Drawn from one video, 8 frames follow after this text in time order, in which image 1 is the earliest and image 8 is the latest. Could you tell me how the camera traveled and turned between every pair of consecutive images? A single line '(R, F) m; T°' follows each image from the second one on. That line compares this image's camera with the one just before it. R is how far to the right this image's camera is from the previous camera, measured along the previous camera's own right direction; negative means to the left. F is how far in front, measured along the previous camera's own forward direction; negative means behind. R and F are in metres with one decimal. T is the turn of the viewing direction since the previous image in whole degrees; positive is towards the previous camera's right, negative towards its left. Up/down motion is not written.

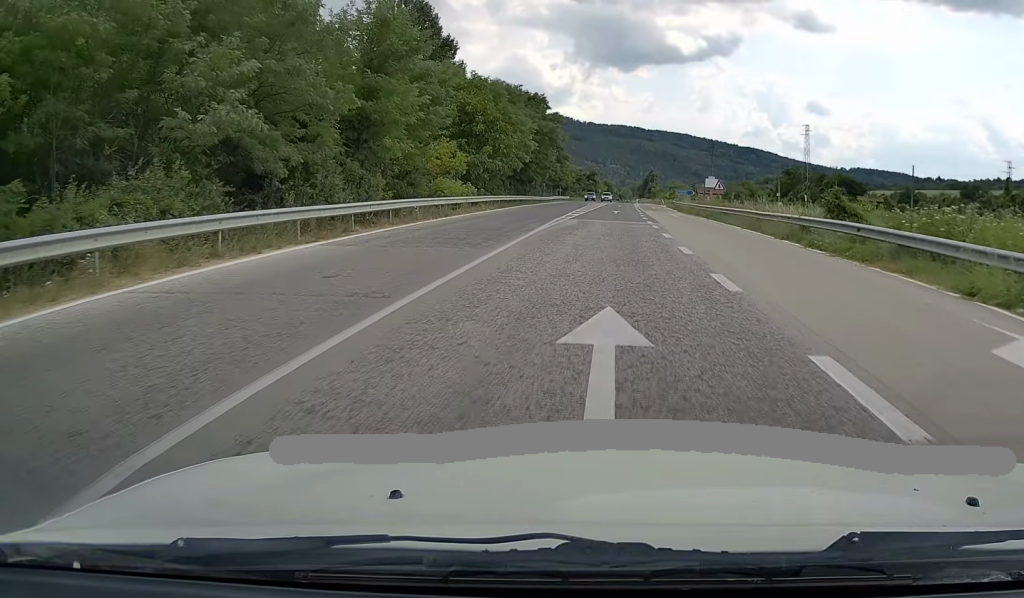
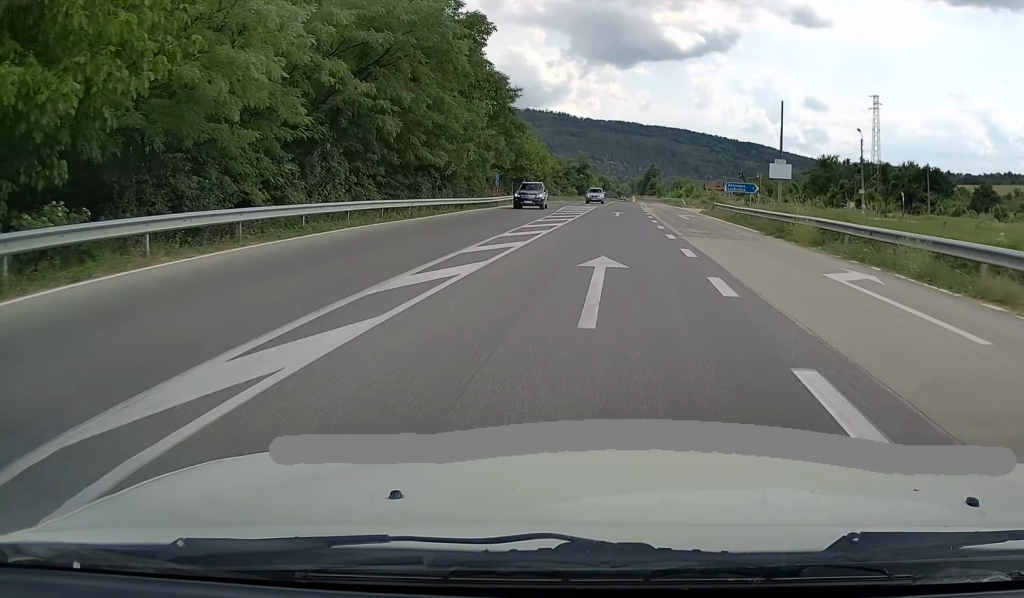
(0.0, +41.2) m; 0°
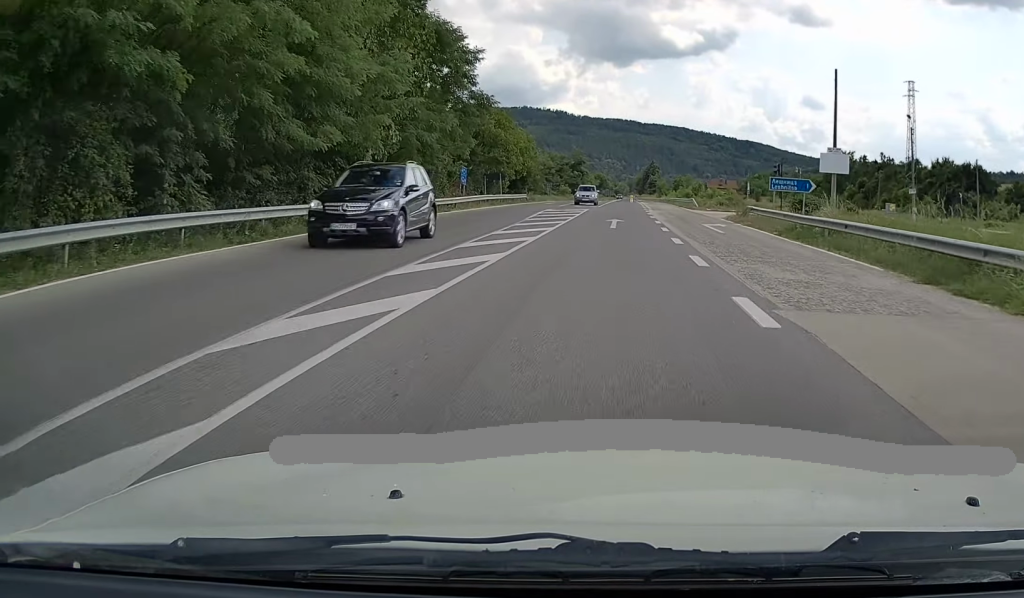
(0.0, +14.1) m; 0°
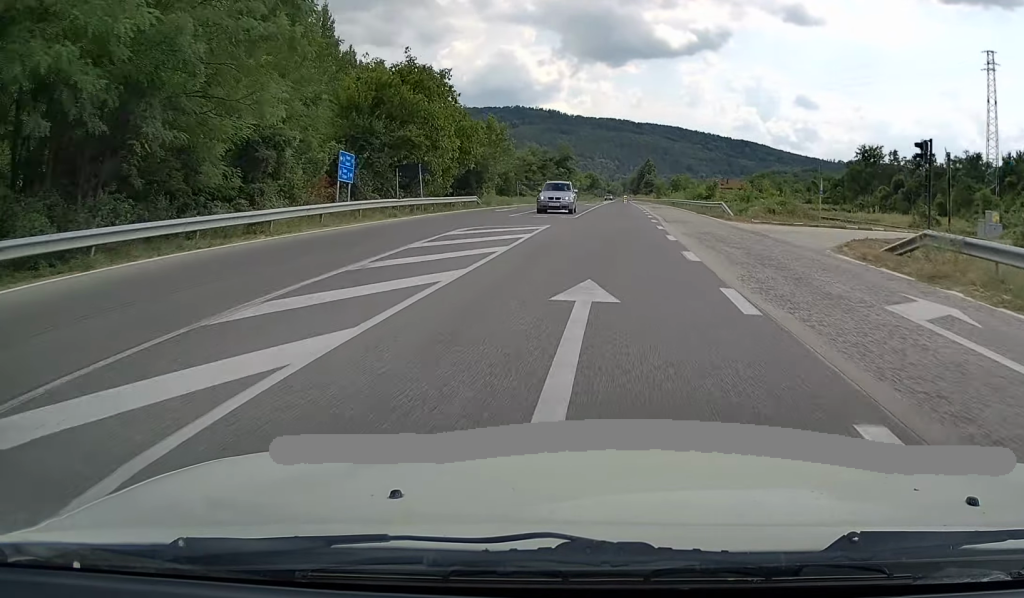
(0.0, +22.8) m; 0°
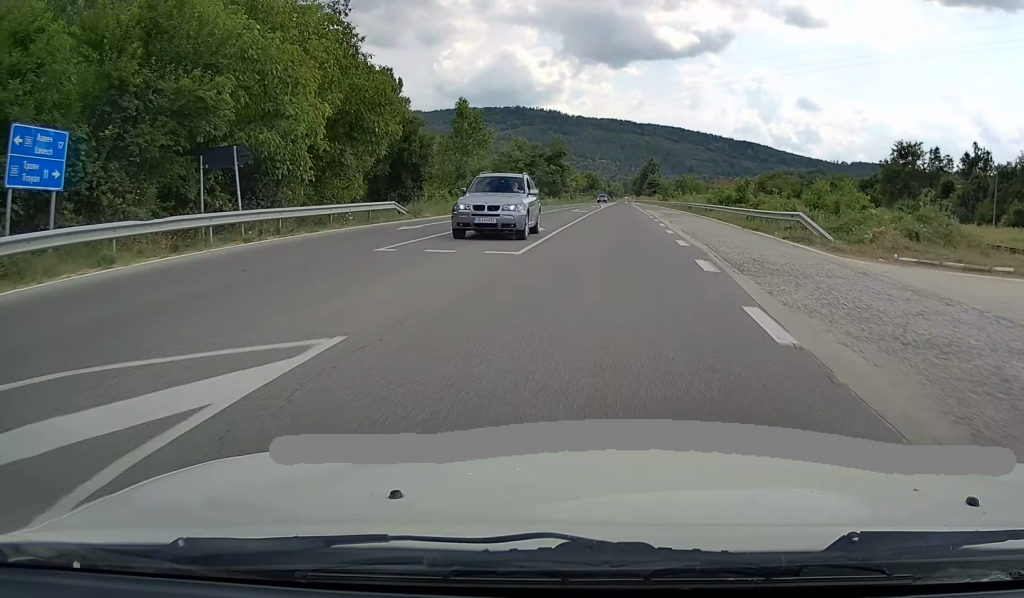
(+0.1, +19.1) m; 0°
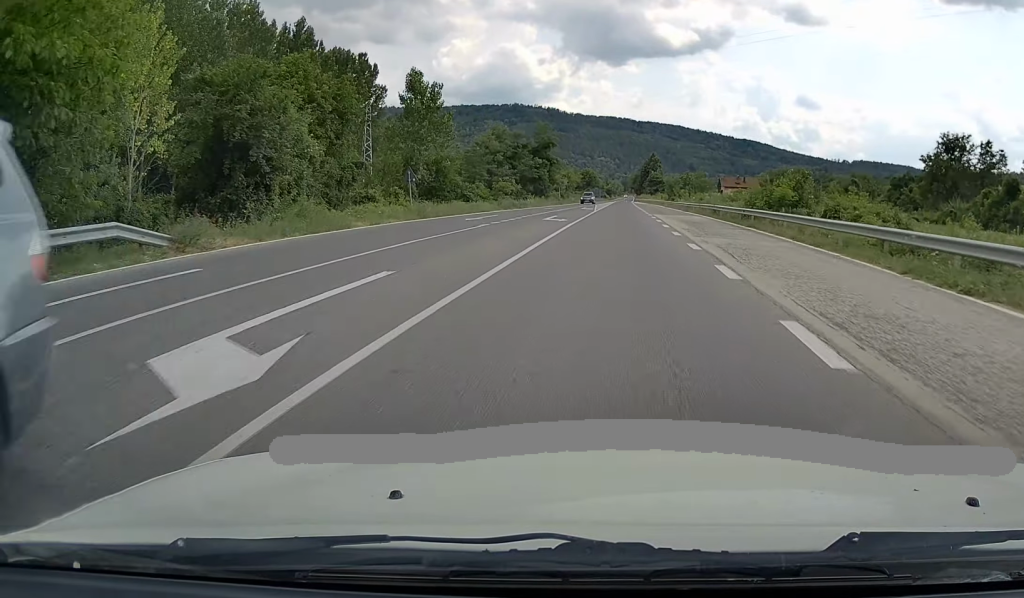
(0.0, +19.1) m; 0°
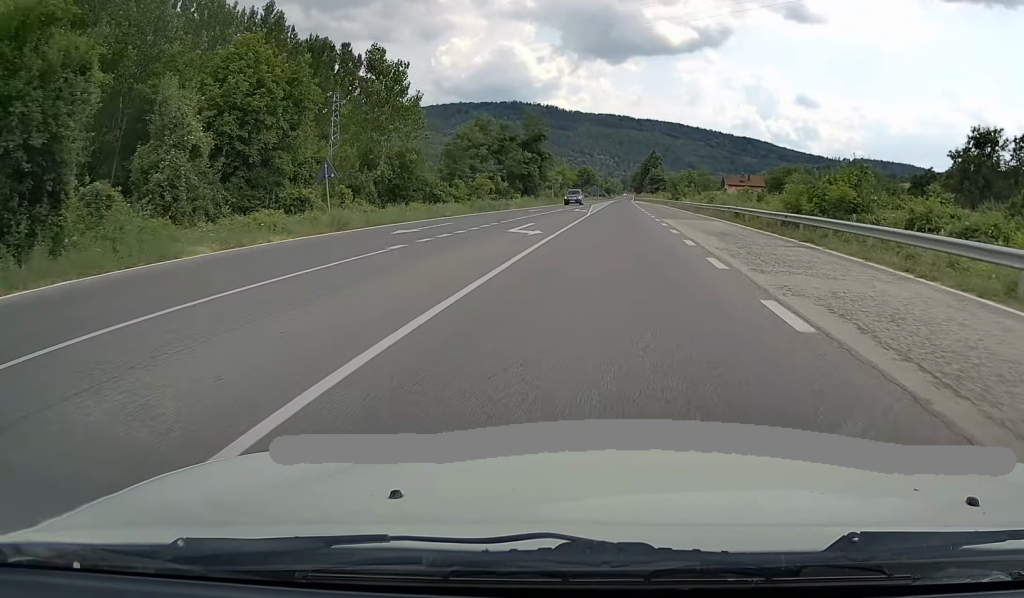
(0.0, +10.3) m; 0°
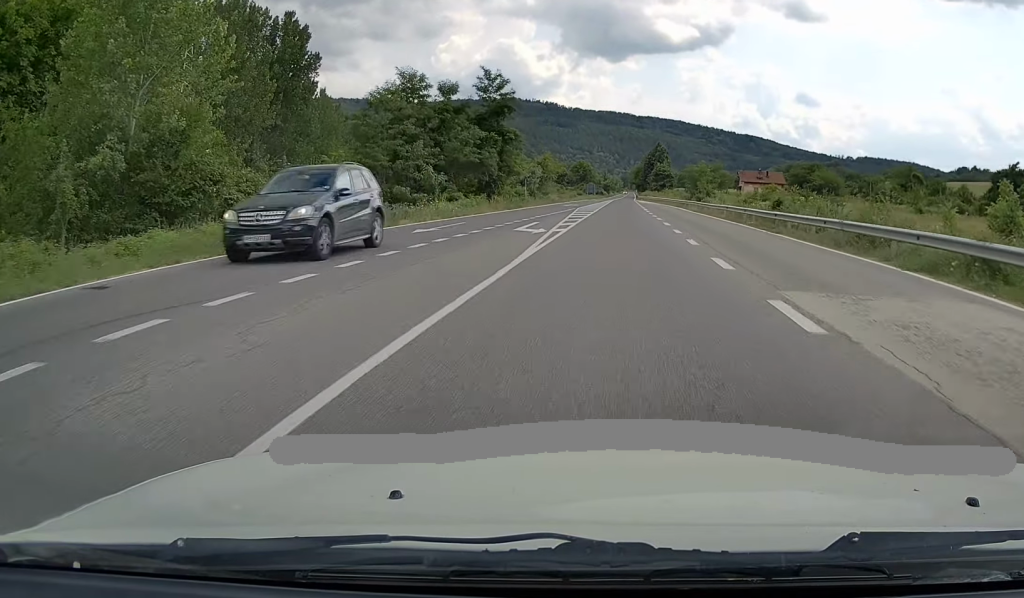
(0.0, +29.2) m; +1°
